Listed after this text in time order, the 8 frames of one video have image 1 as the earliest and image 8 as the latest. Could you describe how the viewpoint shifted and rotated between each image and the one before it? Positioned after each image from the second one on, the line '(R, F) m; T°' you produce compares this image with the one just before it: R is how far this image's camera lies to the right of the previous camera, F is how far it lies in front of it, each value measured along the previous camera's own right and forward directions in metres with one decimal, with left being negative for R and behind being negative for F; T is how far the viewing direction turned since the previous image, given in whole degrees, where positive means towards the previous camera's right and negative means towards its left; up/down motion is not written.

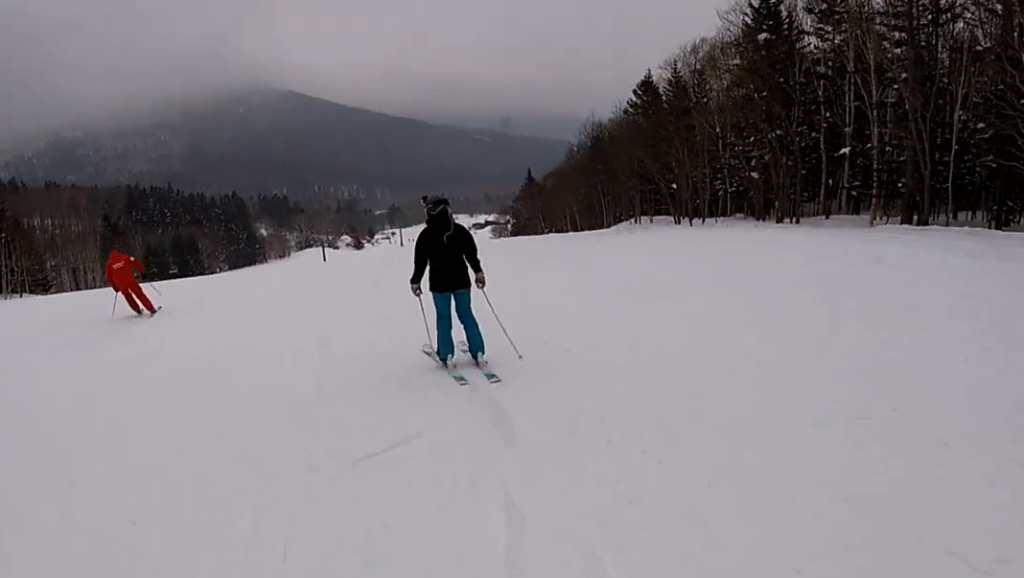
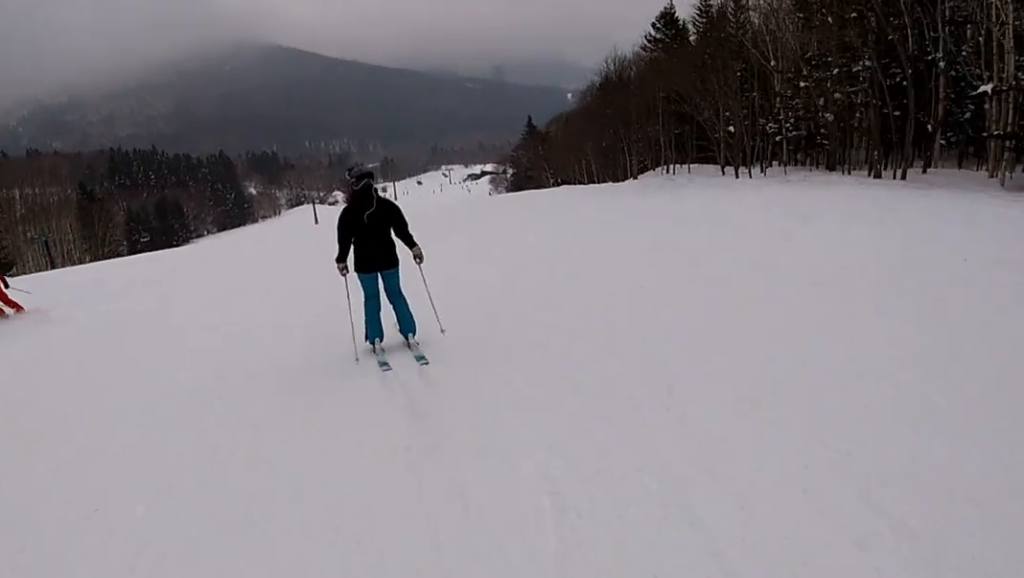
(0.0, +7.4) m; -3°
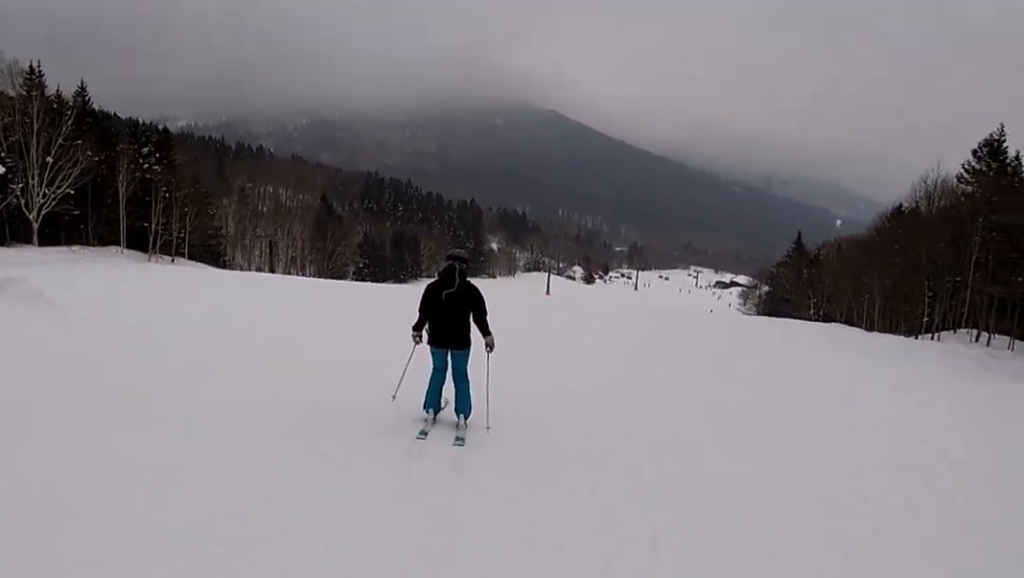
(-0.8, +8.5) m; -6°
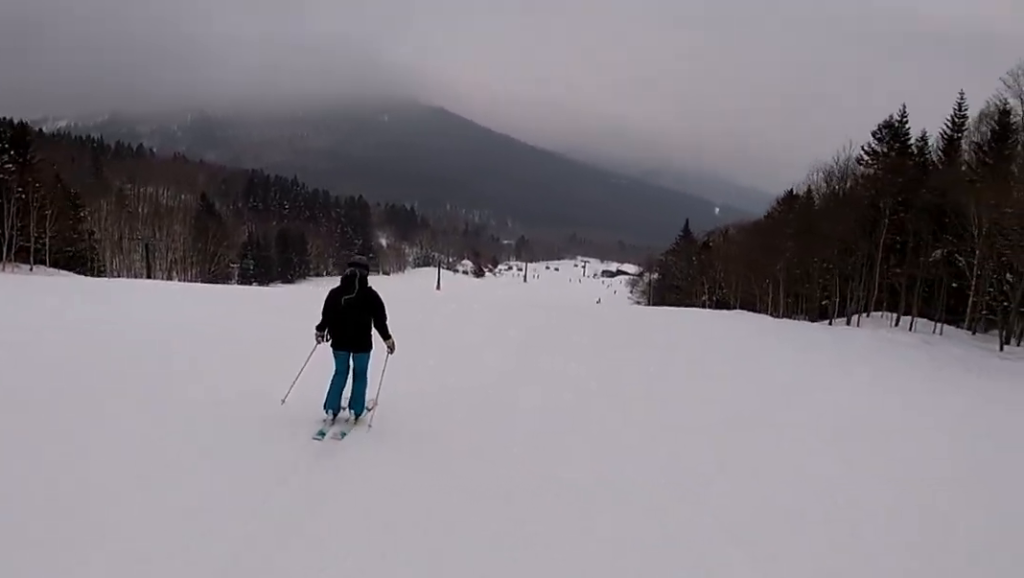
(0.0, +4.3) m; 0°
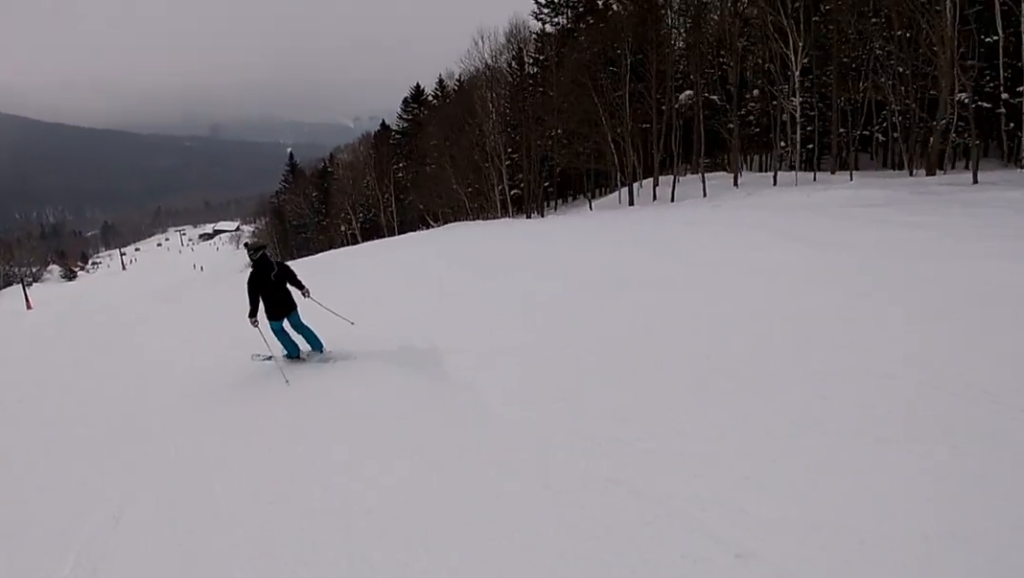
(+0.5, +18.9) m; +10°
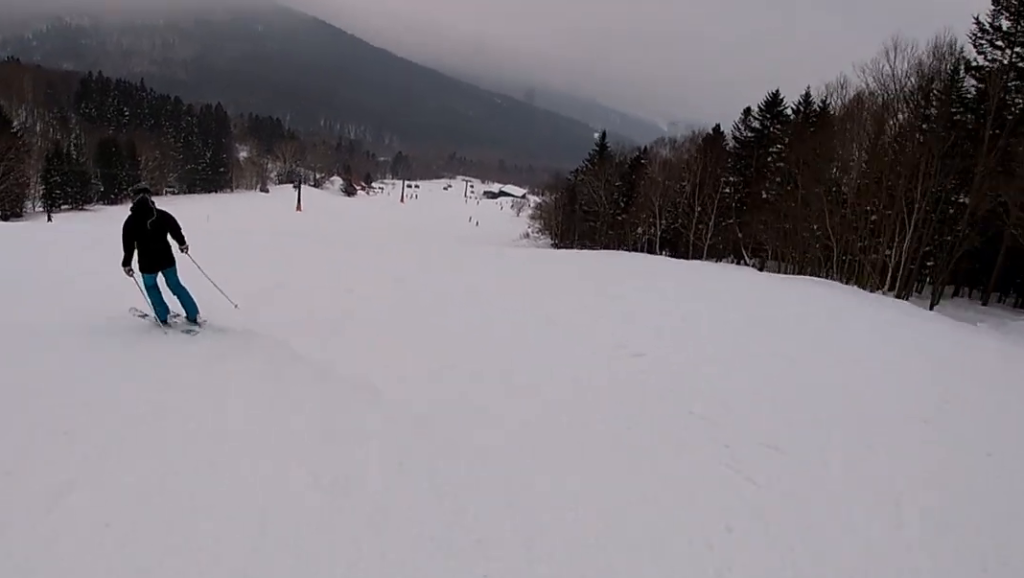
(+0.9, +8.9) m; -5°
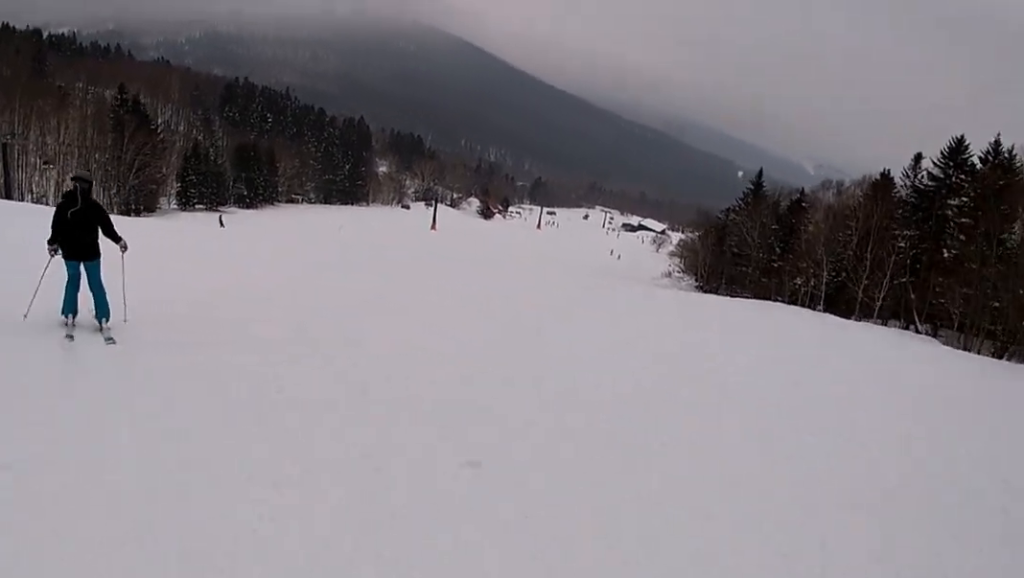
(-0.6, +4.0) m; -12°
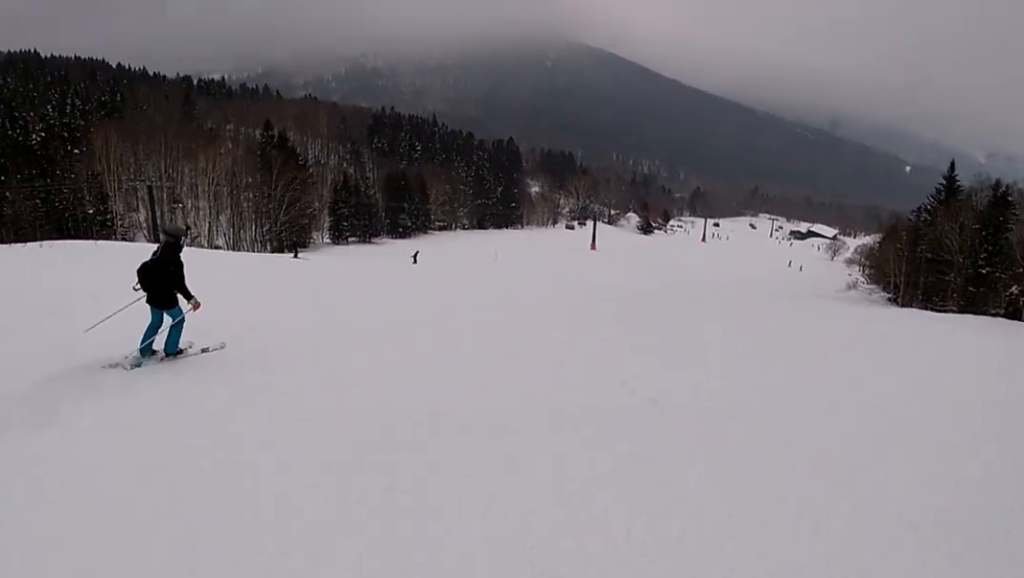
(-0.6, +4.5) m; -7°
